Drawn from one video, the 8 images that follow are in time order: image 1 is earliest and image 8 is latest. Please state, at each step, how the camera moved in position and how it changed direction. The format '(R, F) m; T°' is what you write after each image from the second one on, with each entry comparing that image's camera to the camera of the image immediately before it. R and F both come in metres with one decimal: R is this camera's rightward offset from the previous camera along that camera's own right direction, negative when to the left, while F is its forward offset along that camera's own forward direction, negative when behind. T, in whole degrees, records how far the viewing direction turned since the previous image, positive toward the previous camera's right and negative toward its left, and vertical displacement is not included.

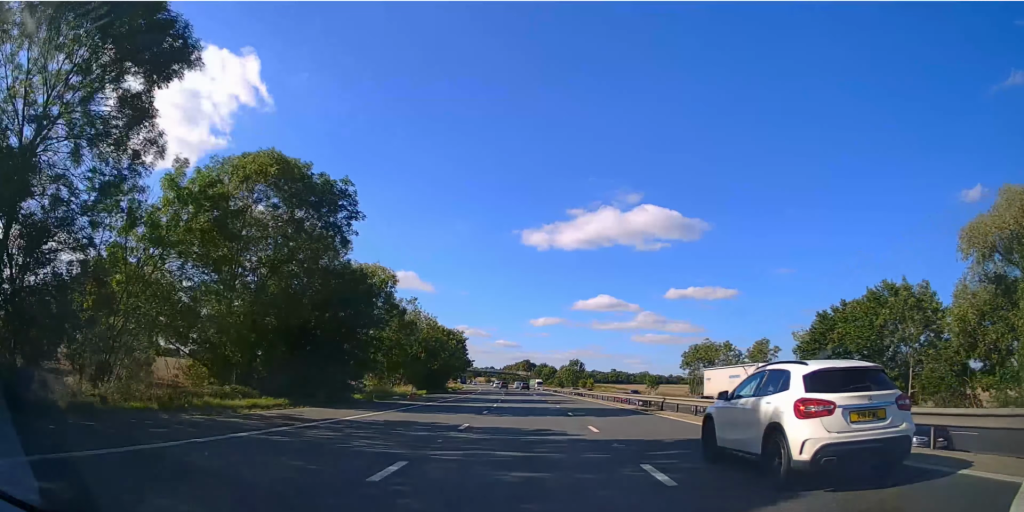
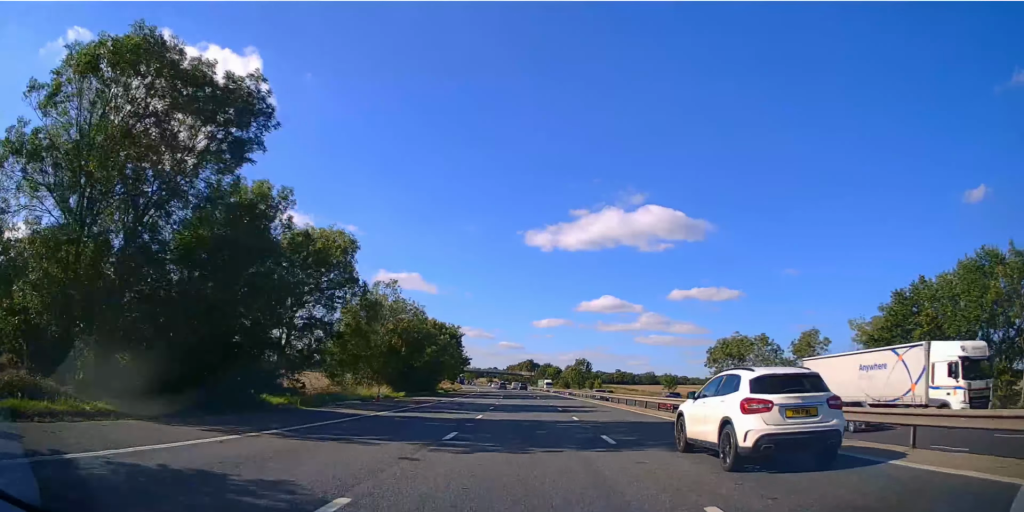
(-0.1, +12.1) m; 0°
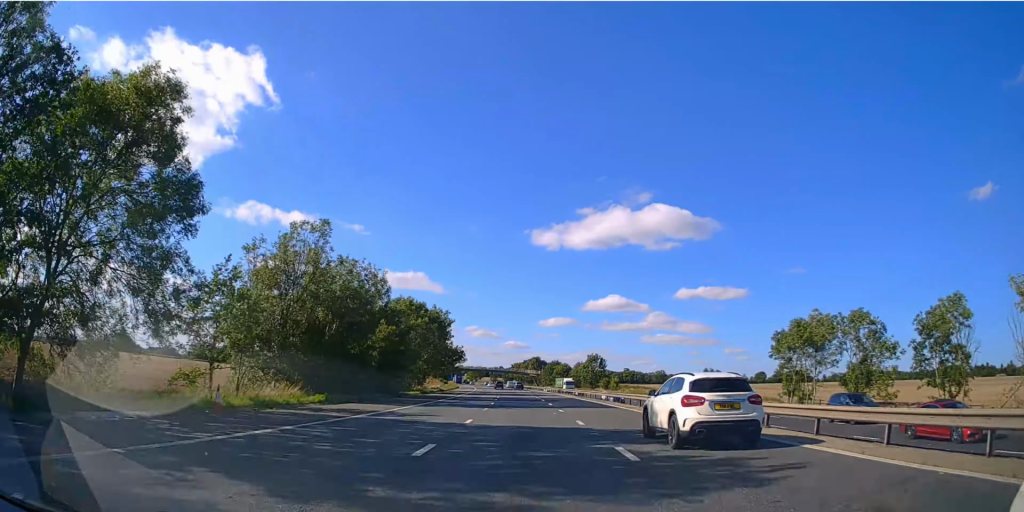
(-0.1, +21.5) m; -1°
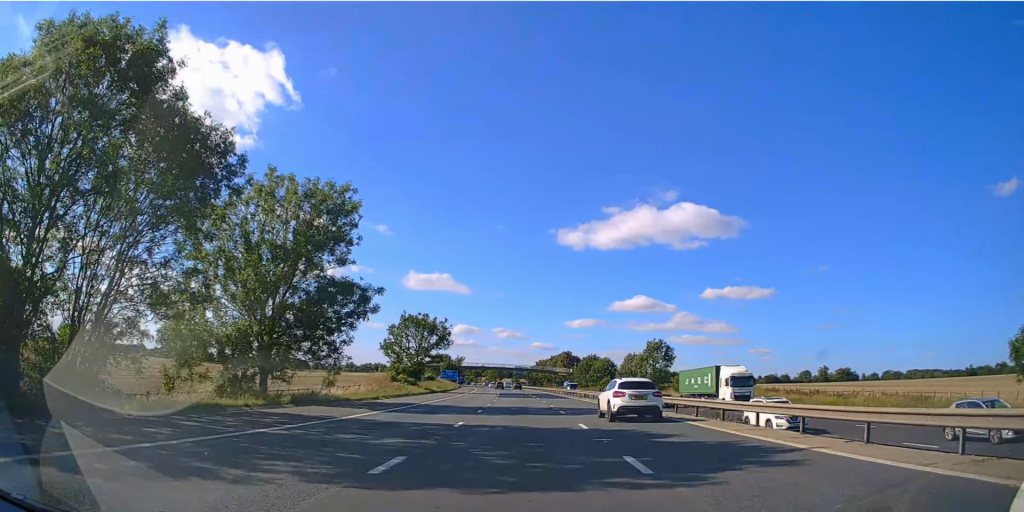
(-0.9, +56.1) m; -2°
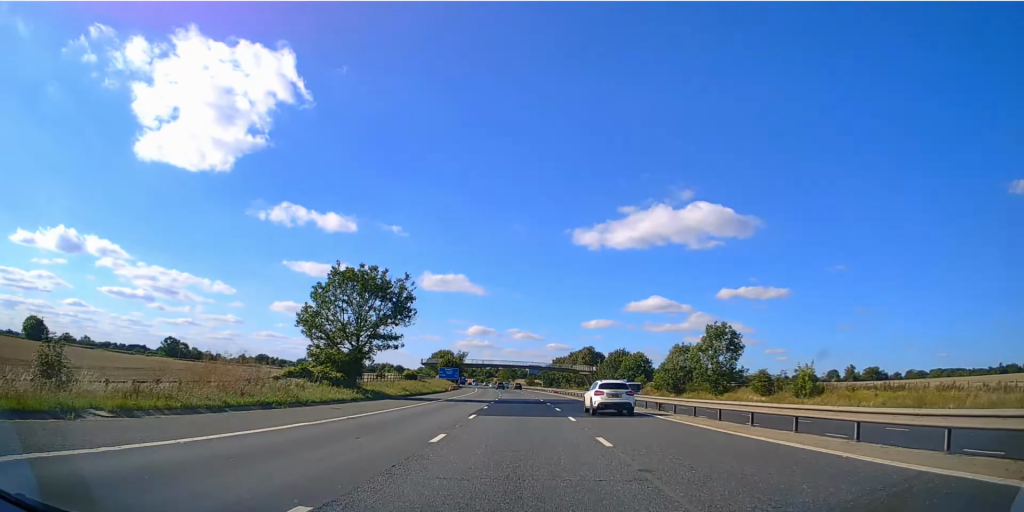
(-0.4, +31.7) m; -2°
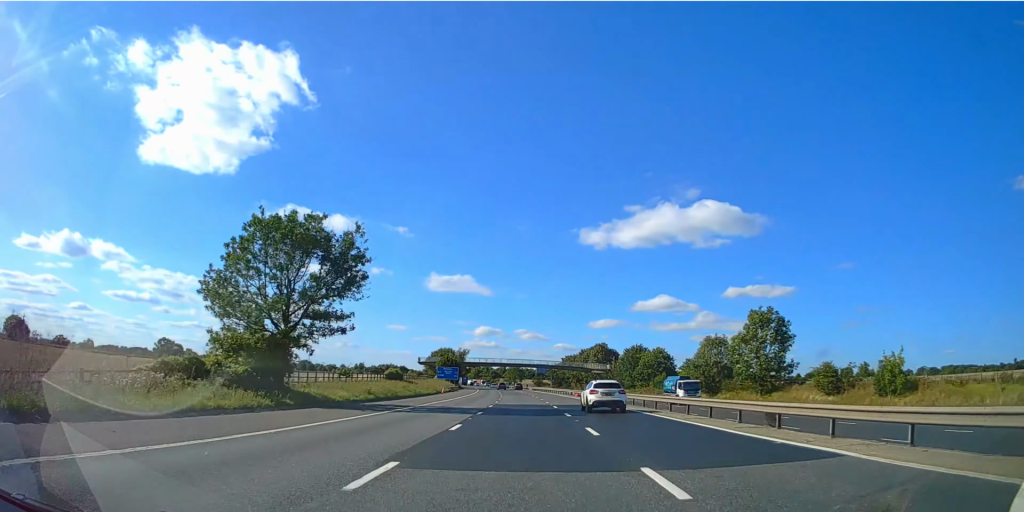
(-0.1, +14.9) m; -1°
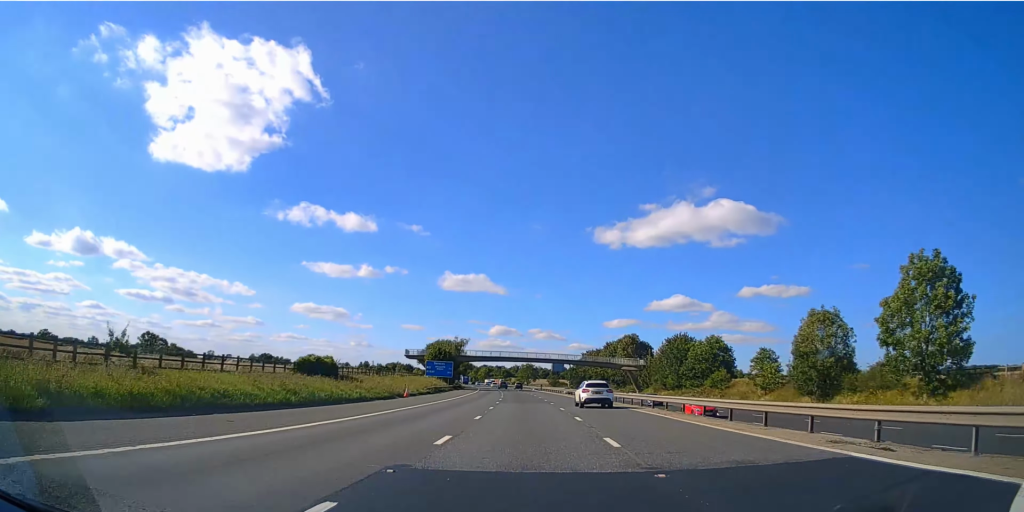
(-0.3, +29.9) m; -1°
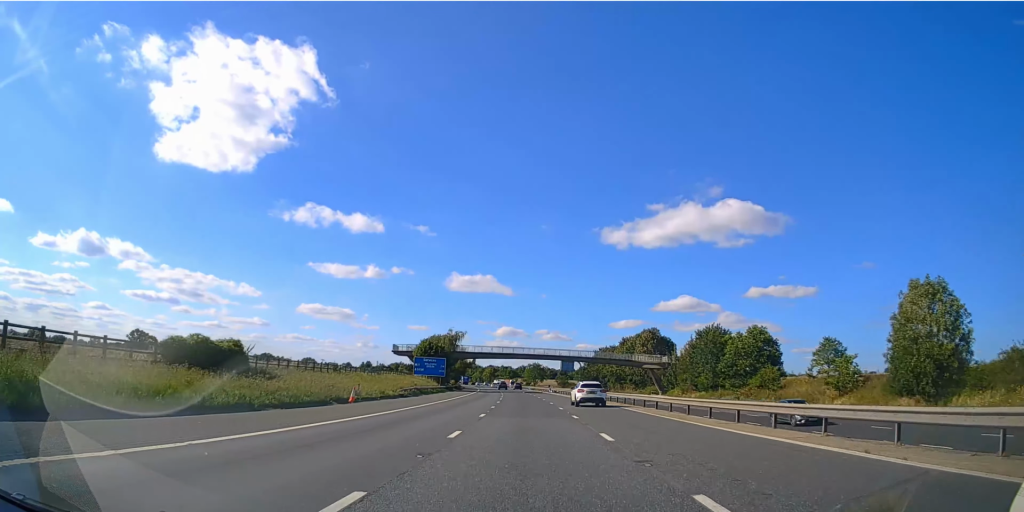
(-0.2, +16.8) m; -1°
